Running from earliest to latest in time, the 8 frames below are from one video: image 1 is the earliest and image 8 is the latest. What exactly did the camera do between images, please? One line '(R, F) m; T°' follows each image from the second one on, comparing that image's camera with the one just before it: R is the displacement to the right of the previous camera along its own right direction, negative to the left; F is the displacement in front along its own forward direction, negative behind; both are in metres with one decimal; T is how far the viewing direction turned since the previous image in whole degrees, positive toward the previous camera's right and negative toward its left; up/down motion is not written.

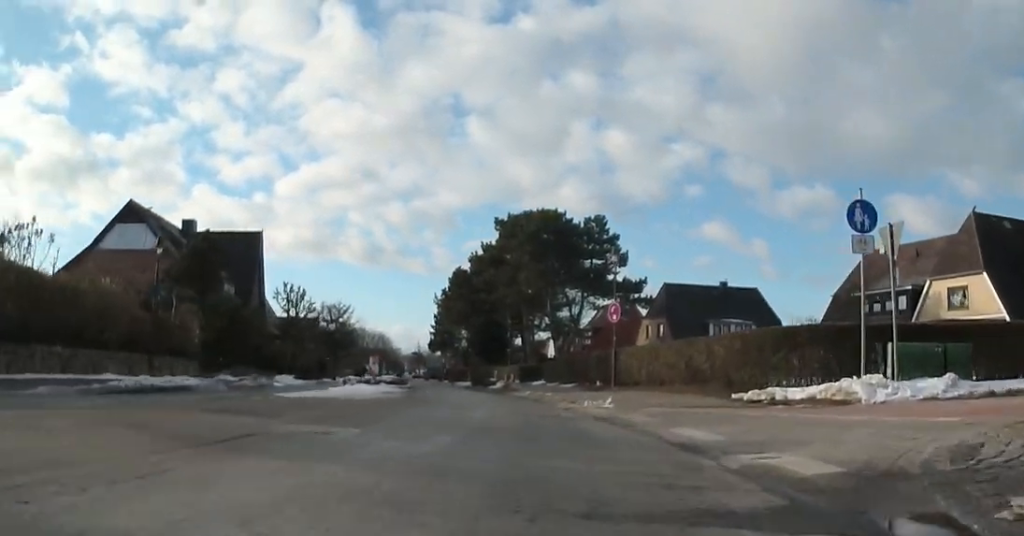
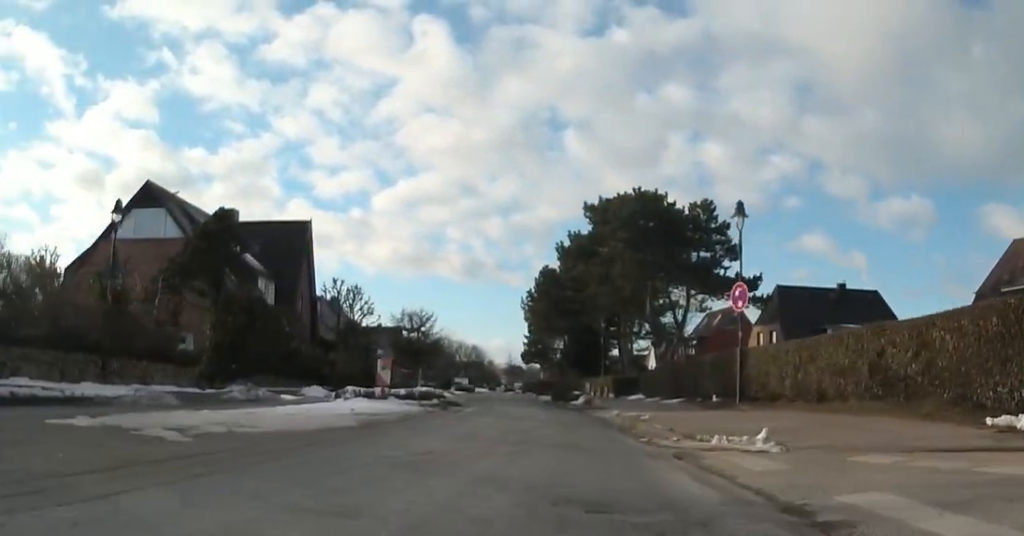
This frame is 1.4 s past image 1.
(0.0, +7.3) m; 0°
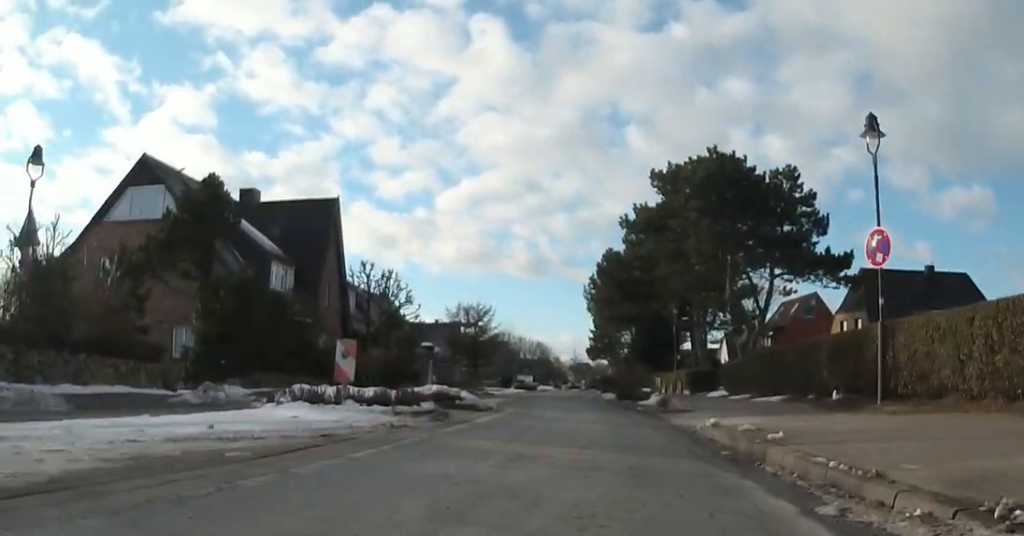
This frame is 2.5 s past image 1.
(+0.1, +5.3) m; +8°
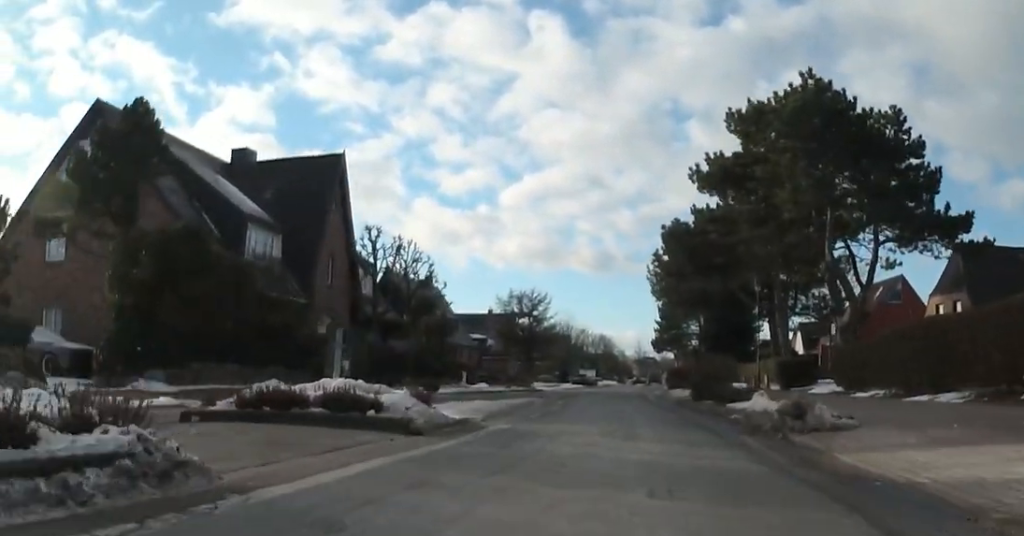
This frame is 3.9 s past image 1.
(+0.9, +7.2) m; +3°
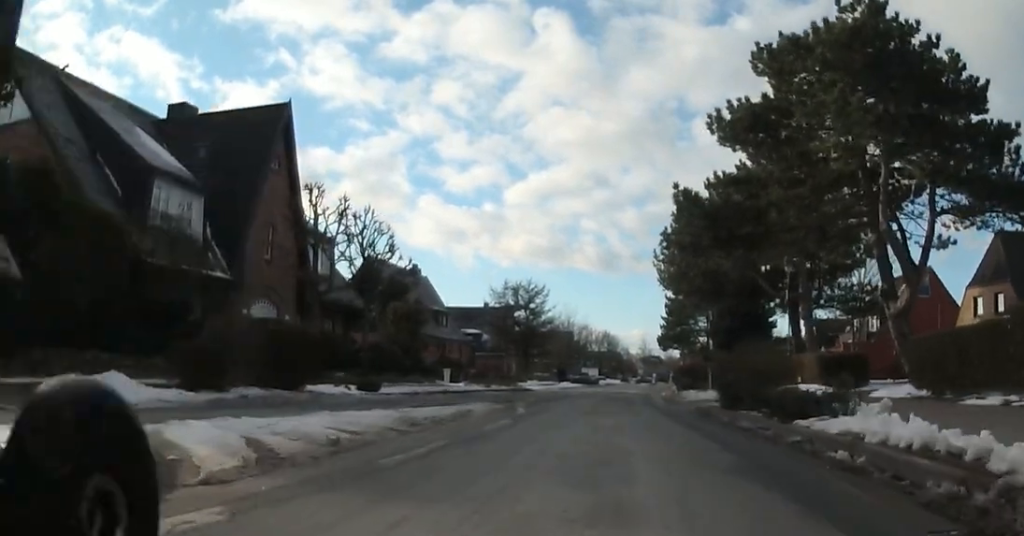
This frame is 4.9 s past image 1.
(-0.6, +5.5) m; -16°
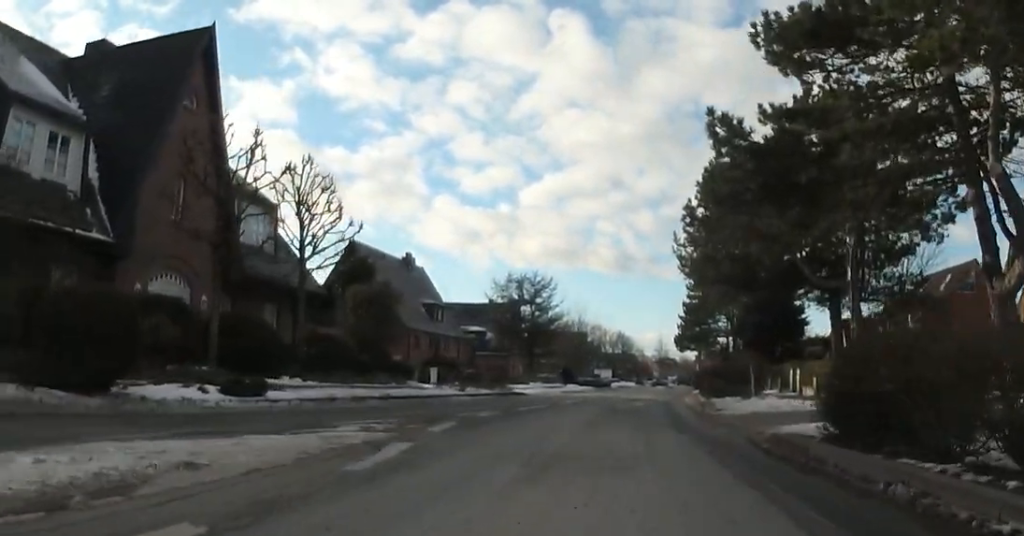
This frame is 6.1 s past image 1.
(-1.2, +5.7) m; -7°
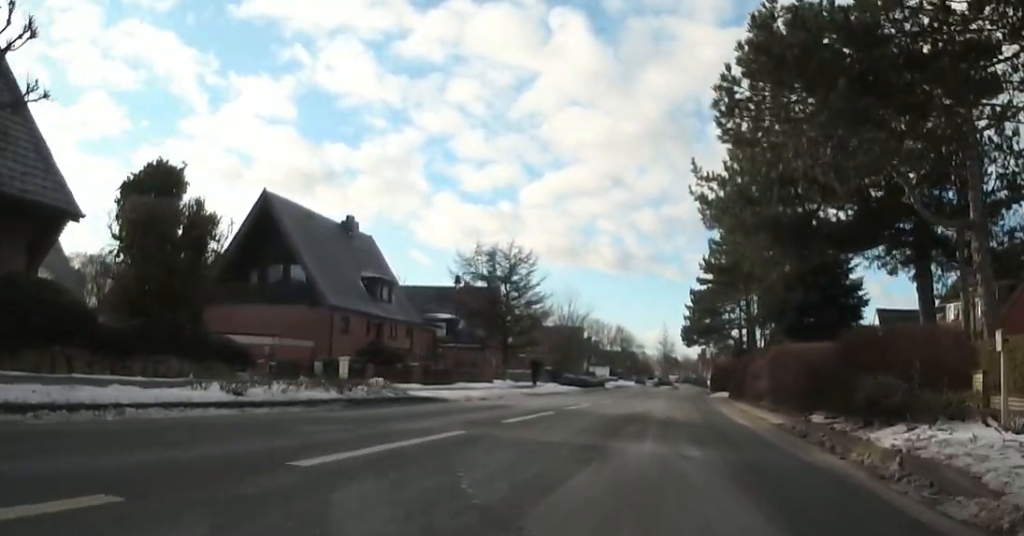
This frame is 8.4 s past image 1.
(+1.2, +12.2) m; 0°
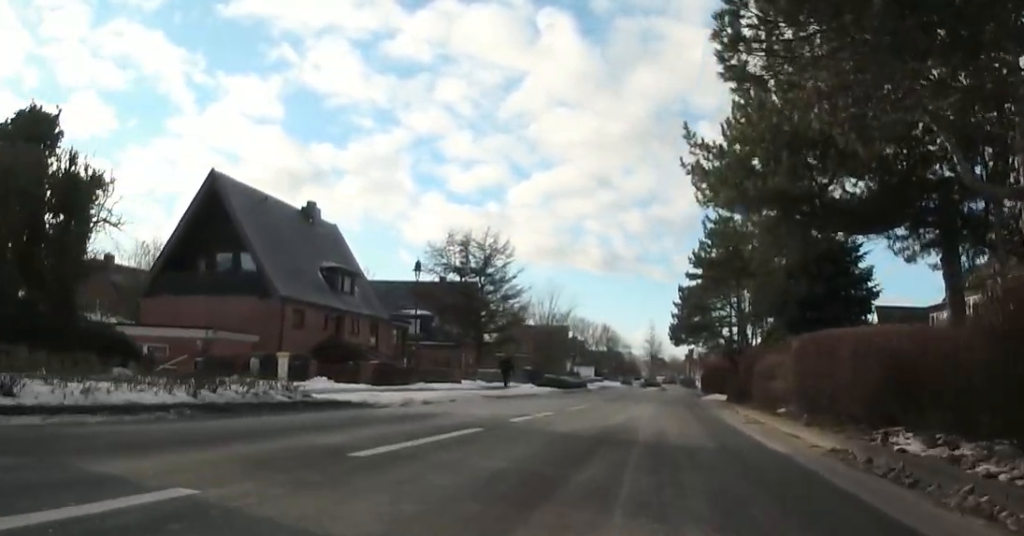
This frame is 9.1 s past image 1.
(0.0, +3.7) m; -6°
